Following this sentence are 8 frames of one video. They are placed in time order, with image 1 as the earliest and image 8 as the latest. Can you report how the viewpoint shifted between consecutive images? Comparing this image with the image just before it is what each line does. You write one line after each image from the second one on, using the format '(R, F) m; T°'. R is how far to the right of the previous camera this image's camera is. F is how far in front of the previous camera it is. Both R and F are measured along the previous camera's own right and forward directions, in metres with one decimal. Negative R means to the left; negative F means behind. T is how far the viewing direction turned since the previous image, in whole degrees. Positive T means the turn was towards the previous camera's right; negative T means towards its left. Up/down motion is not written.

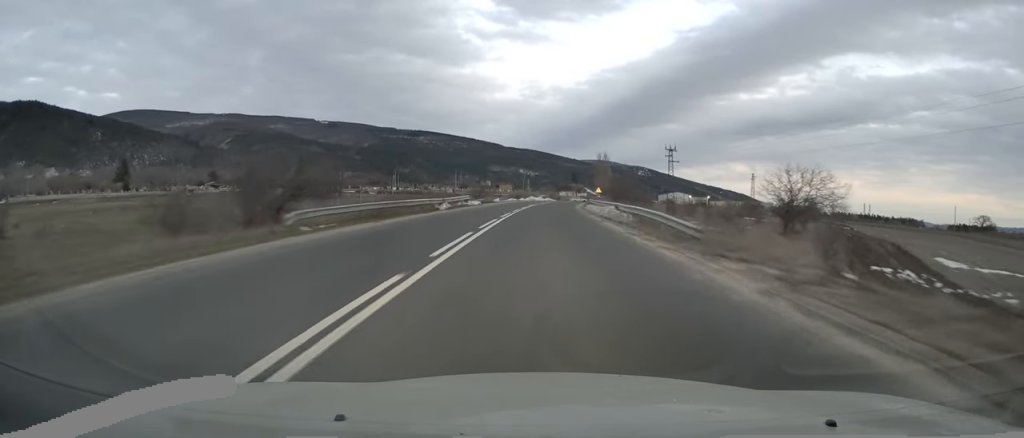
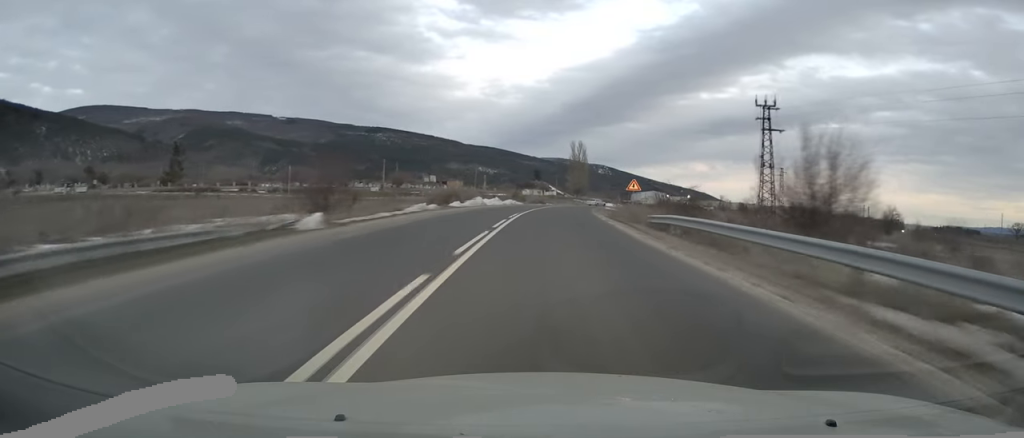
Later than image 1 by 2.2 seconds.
(+1.1, +51.5) m; +3°
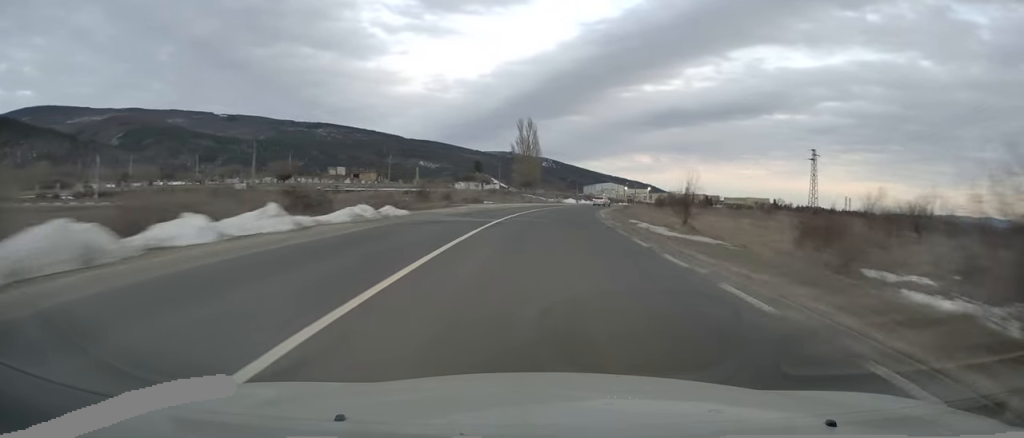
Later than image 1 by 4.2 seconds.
(+1.7, +44.5) m; +5°
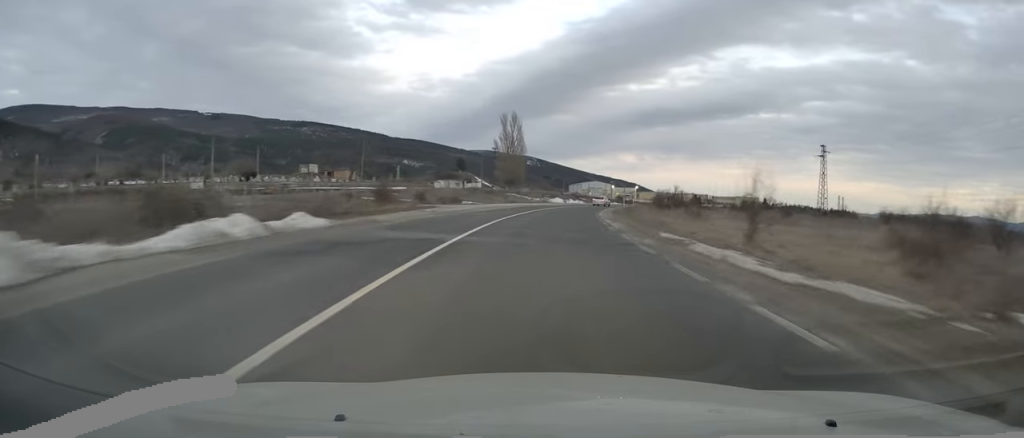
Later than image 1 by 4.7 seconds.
(0.0, +9.5) m; +1°
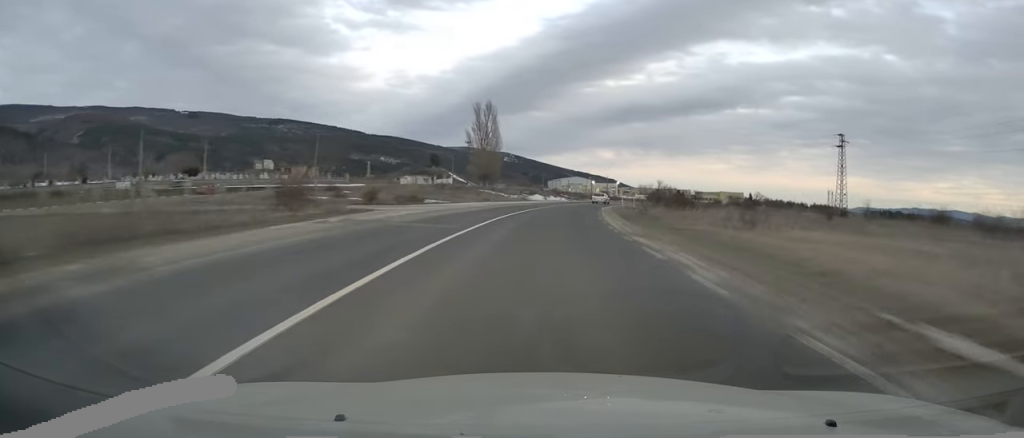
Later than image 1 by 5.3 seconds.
(+0.3, +13.8) m; +2°
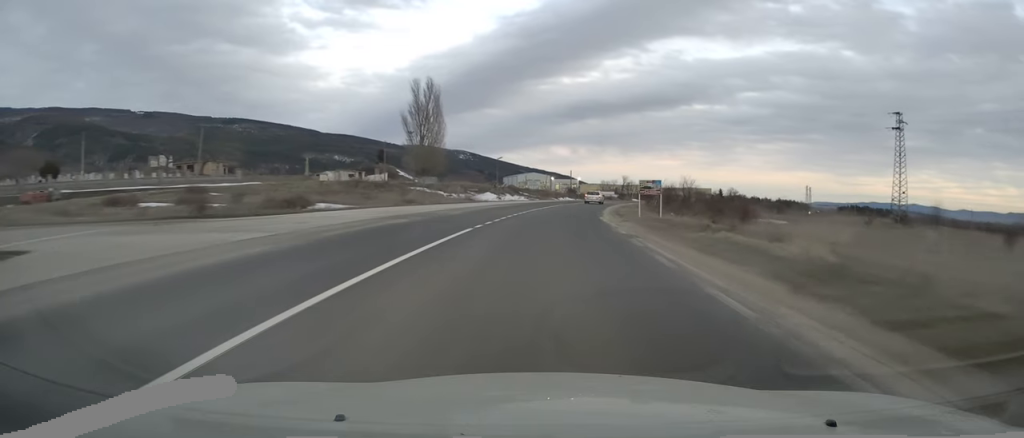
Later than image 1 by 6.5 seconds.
(+0.9, +25.4) m; +5°
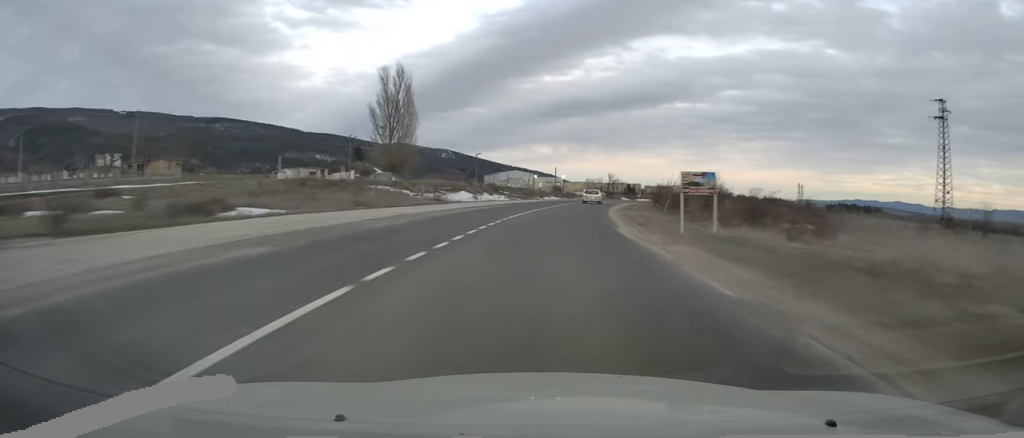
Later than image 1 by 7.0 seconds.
(+0.4, +10.8) m; +2°
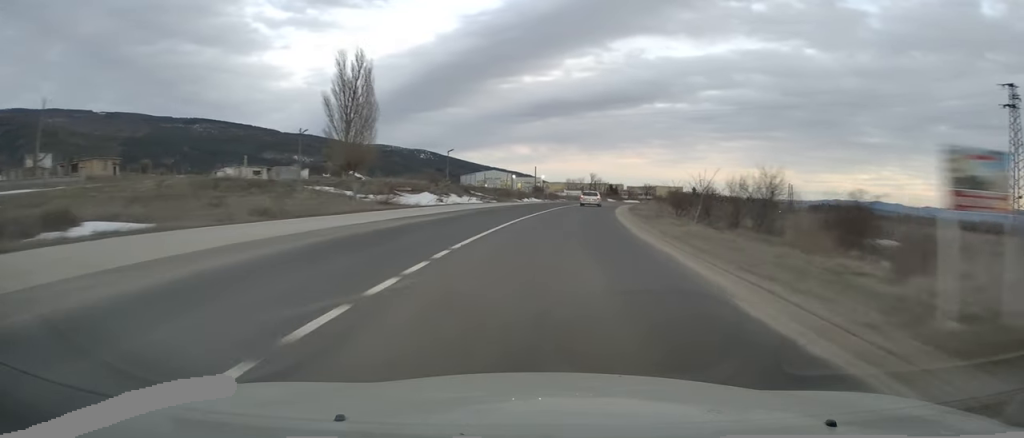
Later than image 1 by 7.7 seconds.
(+0.3, +12.7) m; +2°
